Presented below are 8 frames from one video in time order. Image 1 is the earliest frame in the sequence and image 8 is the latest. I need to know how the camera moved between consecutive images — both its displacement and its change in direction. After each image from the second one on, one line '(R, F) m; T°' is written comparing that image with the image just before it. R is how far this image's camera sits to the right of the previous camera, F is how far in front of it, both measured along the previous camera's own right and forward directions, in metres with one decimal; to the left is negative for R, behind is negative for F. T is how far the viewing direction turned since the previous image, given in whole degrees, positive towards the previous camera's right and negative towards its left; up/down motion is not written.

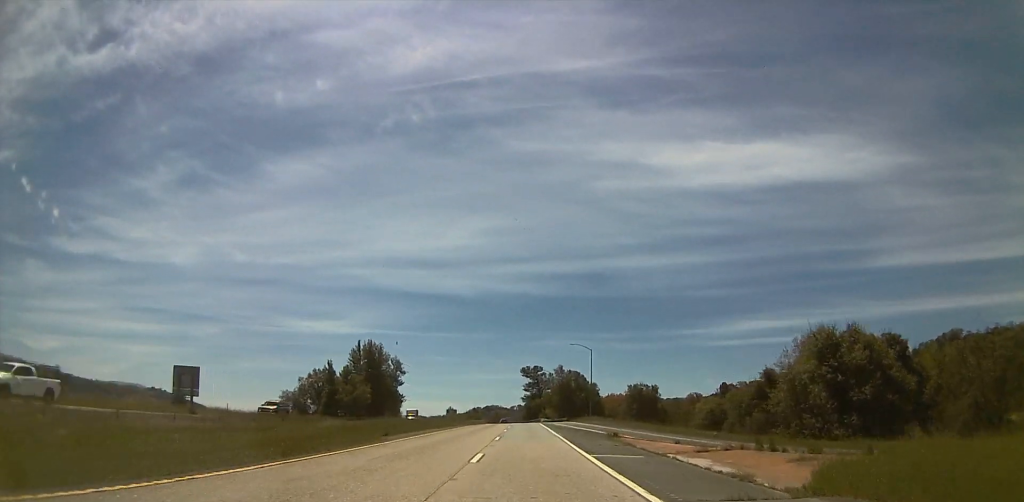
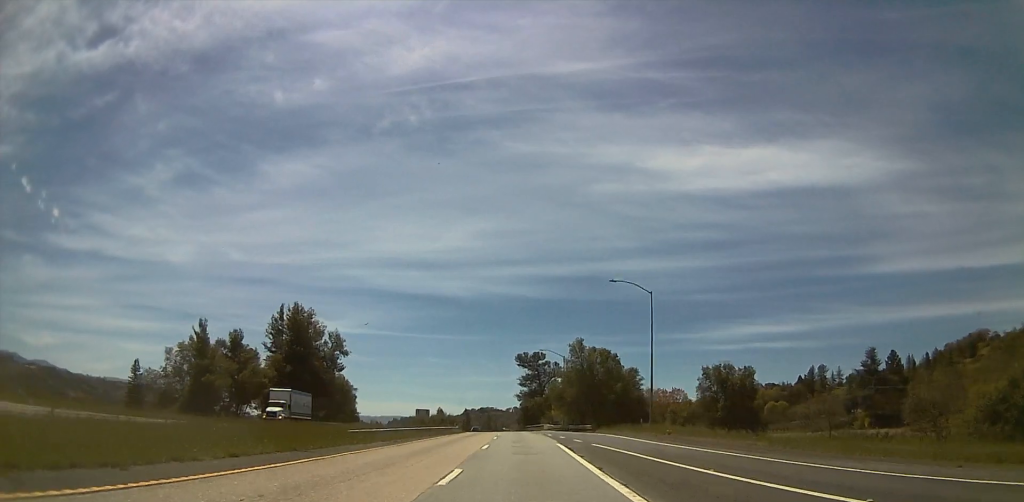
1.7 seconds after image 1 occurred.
(0.0, +40.4) m; 0°
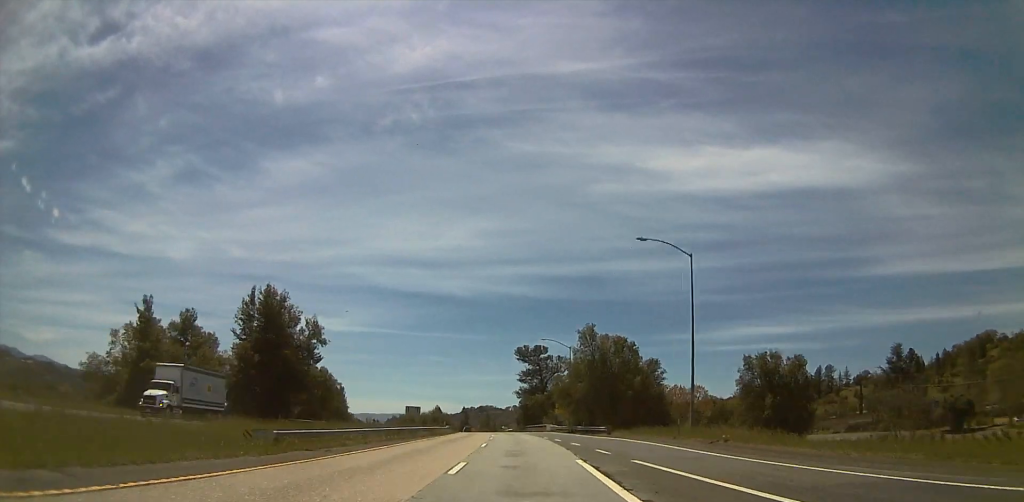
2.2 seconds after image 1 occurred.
(0.0, +10.3) m; 0°
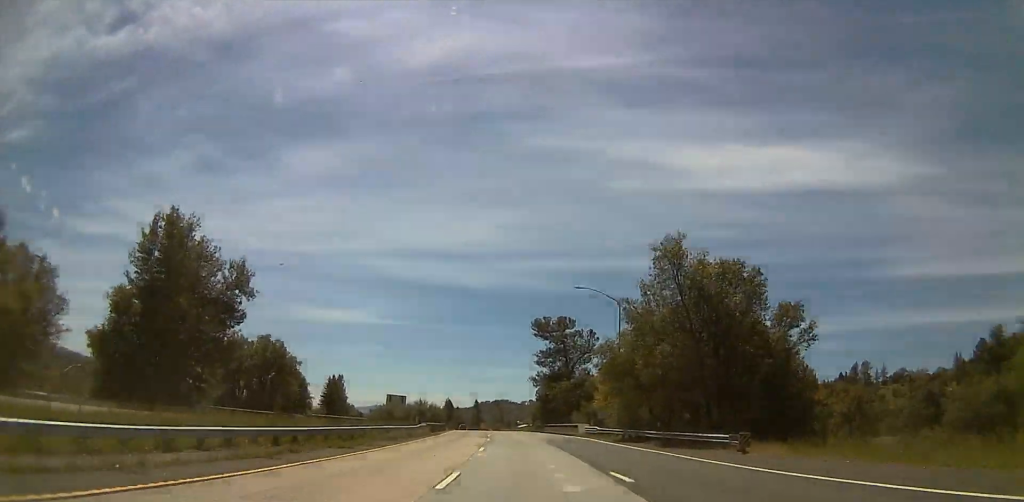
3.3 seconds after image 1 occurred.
(0.0, +27.4) m; 0°
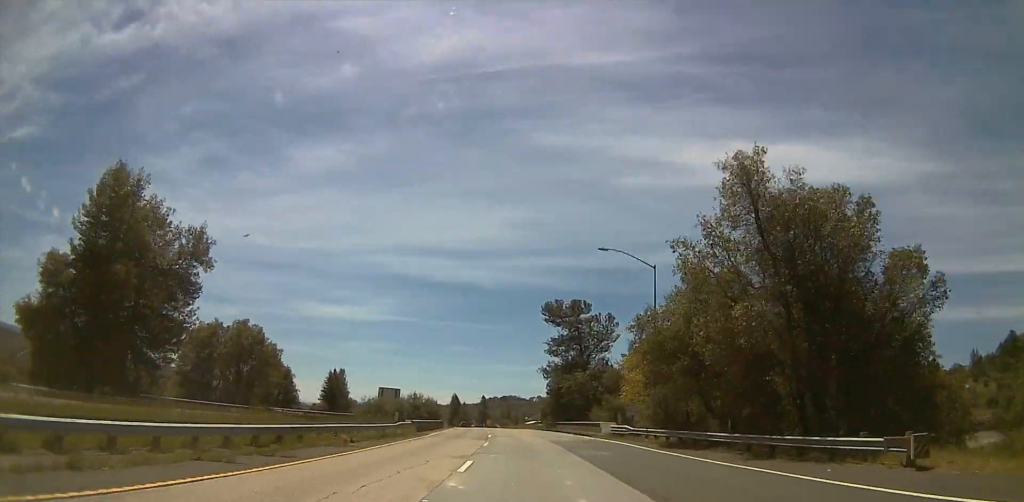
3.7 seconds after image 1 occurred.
(0.0, +9.8) m; 0°
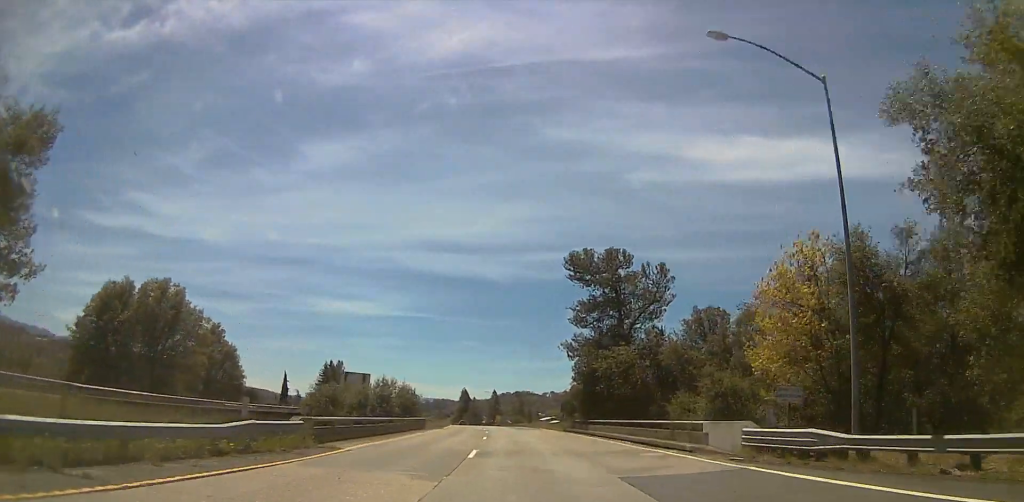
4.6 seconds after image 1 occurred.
(0.0, +21.8) m; 0°
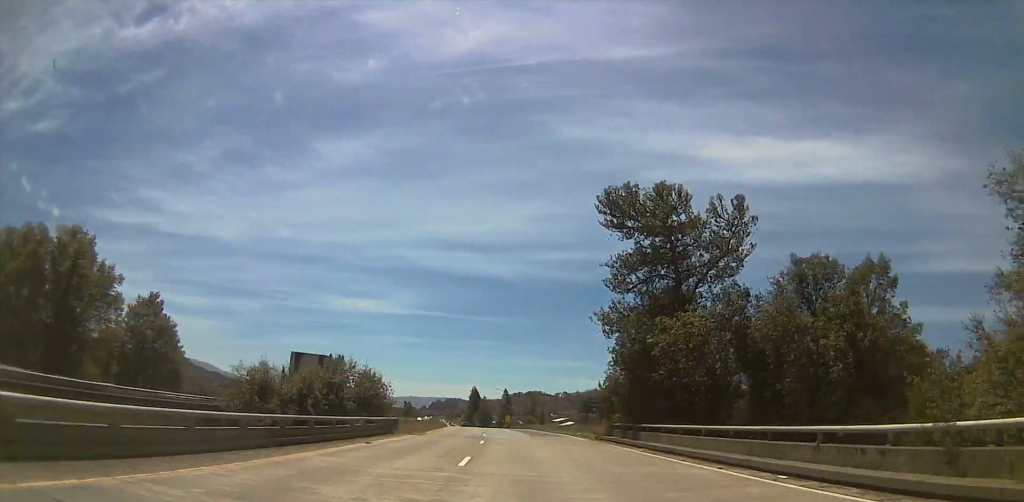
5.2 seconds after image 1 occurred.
(0.0, +16.5) m; 0°
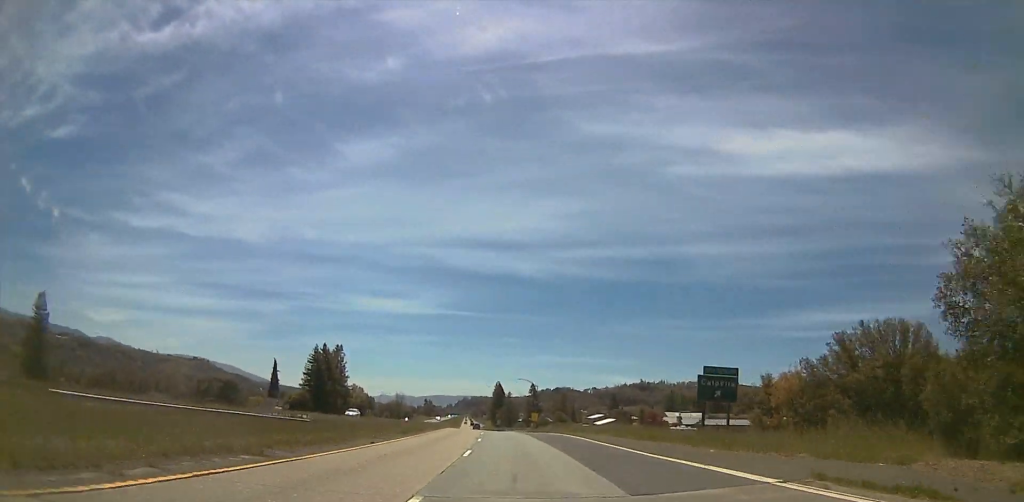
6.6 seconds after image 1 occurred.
(0.0, +36.6) m; 0°
